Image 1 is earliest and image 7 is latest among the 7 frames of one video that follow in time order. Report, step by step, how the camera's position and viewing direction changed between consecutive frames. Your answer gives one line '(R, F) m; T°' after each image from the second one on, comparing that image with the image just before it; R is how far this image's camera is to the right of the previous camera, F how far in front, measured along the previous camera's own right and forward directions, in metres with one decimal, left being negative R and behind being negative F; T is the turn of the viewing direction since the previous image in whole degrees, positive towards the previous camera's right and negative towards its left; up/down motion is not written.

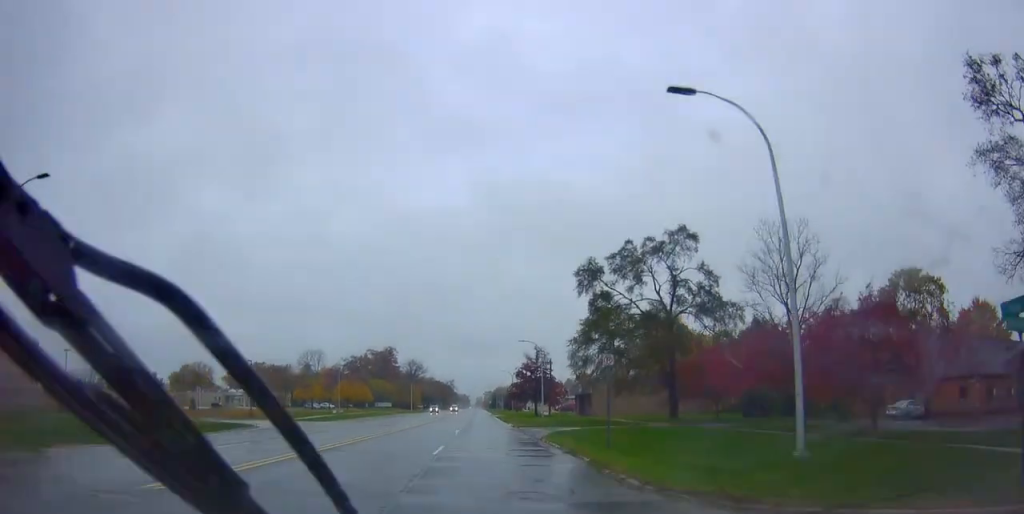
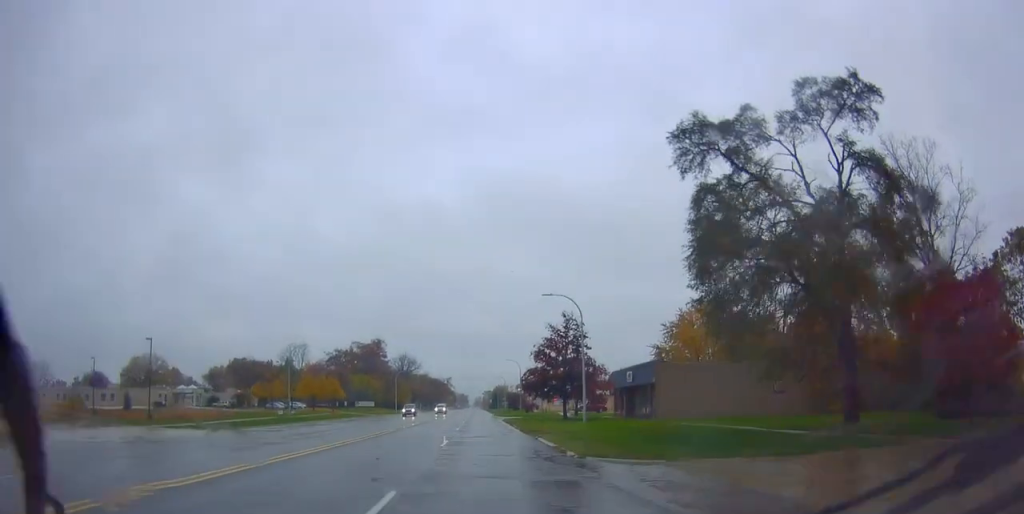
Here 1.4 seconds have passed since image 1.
(+0.6, +26.8) m; 0°
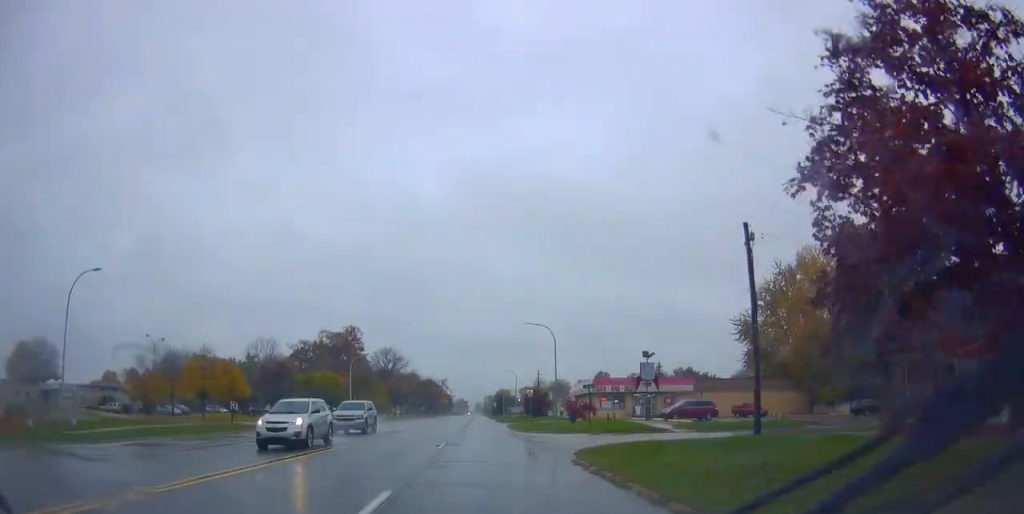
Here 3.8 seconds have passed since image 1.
(-0.2, +45.0) m; +1°
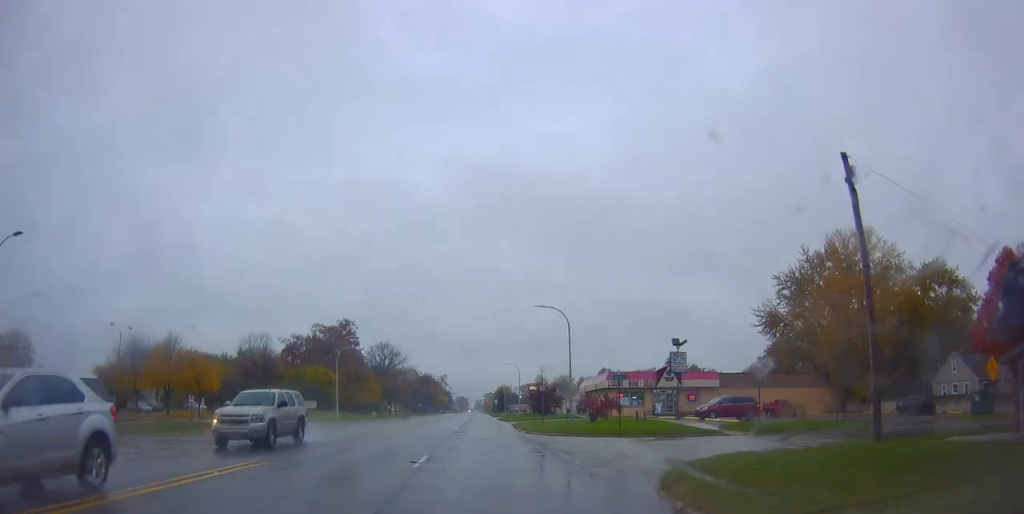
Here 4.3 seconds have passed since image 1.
(0.0, +8.1) m; -1°
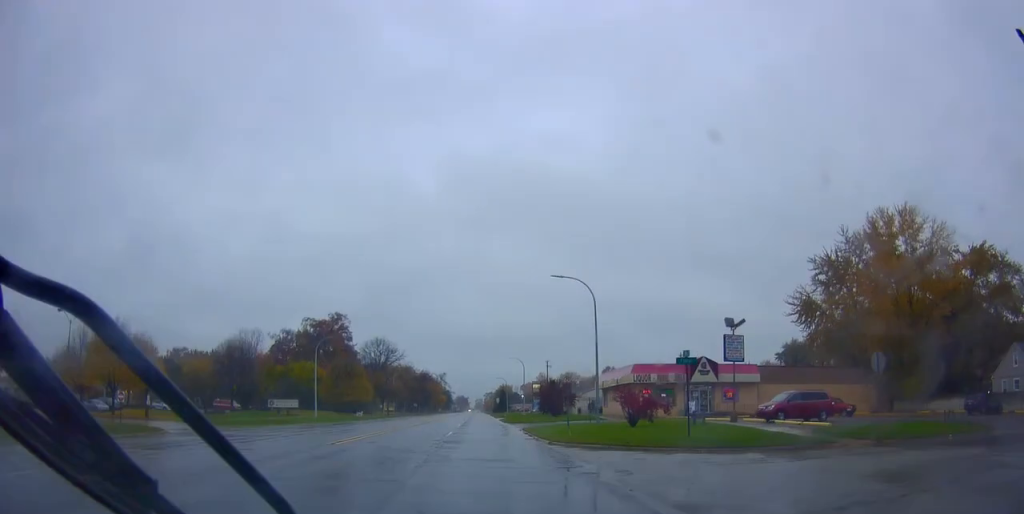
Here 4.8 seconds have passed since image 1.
(+0.1, +10.0) m; -1°
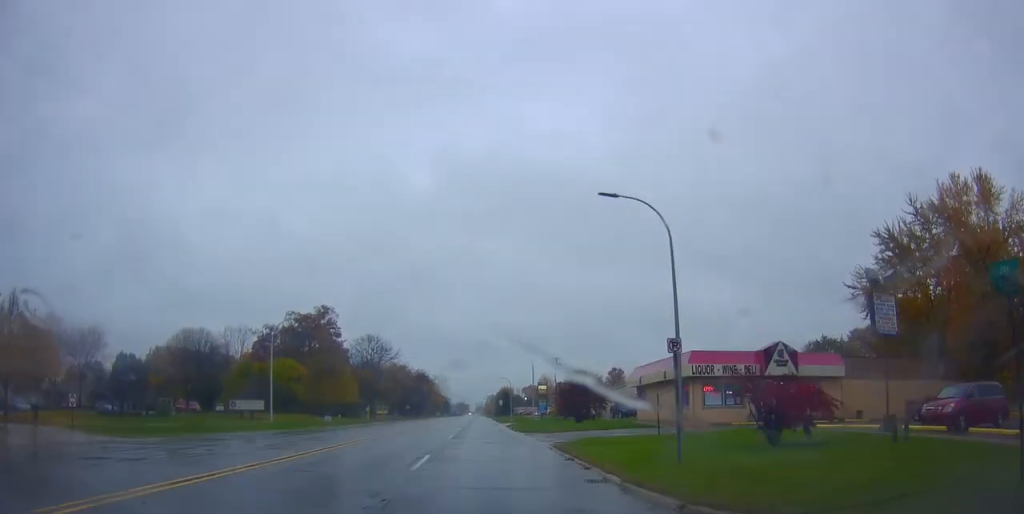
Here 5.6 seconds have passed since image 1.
(-0.4, +14.4) m; 0°
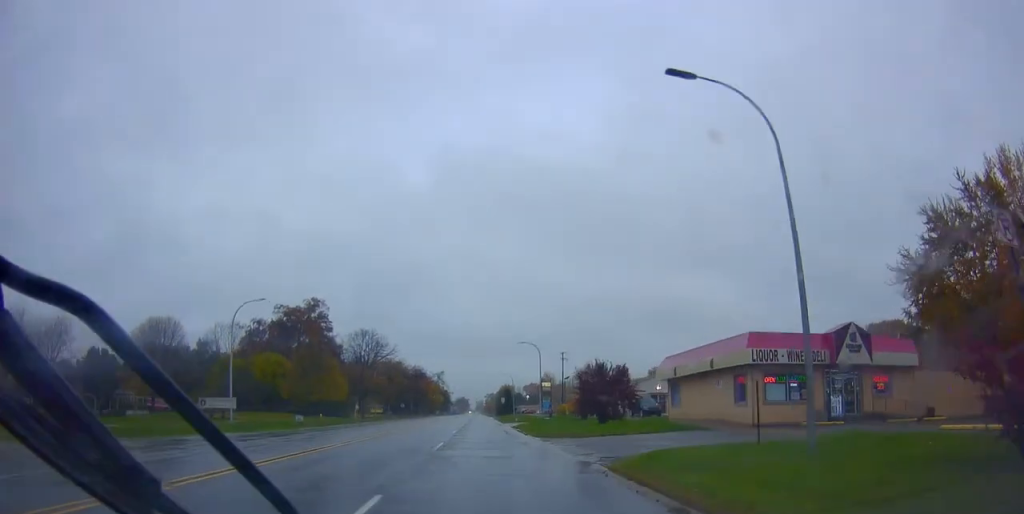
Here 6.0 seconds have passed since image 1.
(0.0, +8.7) m; 0°
